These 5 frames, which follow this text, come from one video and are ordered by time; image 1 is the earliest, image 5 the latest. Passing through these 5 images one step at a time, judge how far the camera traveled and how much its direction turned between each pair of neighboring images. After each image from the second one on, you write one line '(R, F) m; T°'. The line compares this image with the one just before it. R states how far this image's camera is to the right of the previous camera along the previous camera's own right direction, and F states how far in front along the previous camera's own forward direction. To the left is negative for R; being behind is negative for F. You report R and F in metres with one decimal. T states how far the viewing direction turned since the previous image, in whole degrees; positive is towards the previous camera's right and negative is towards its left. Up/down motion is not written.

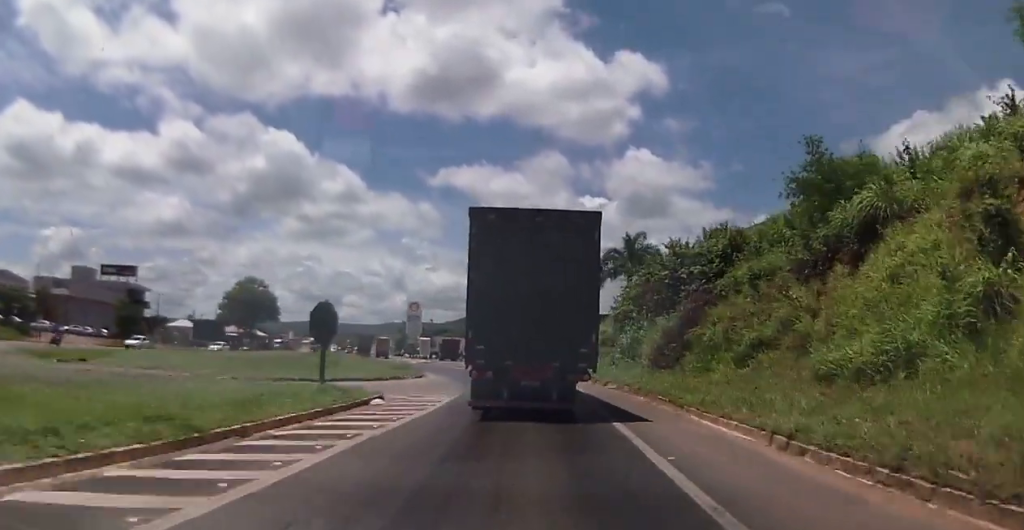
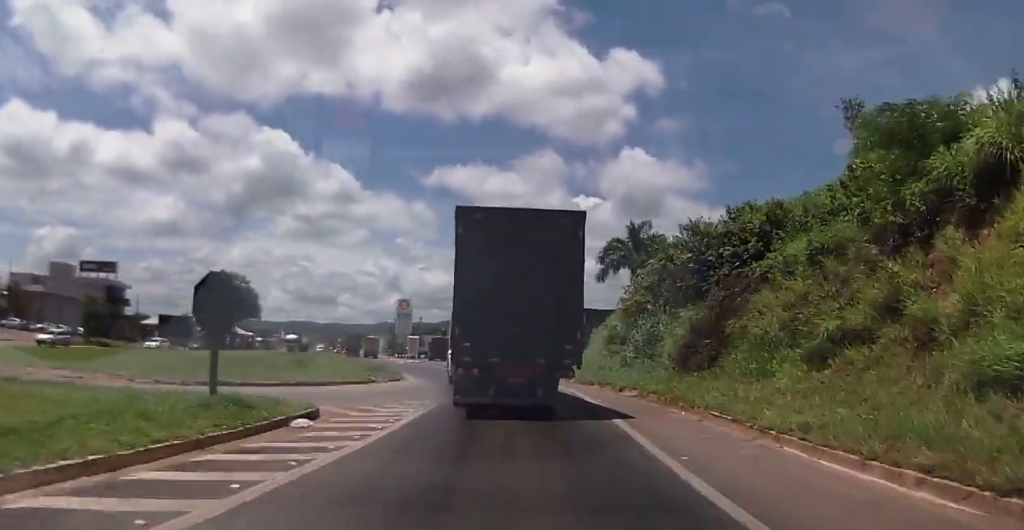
(0.0, +6.0) m; 0°
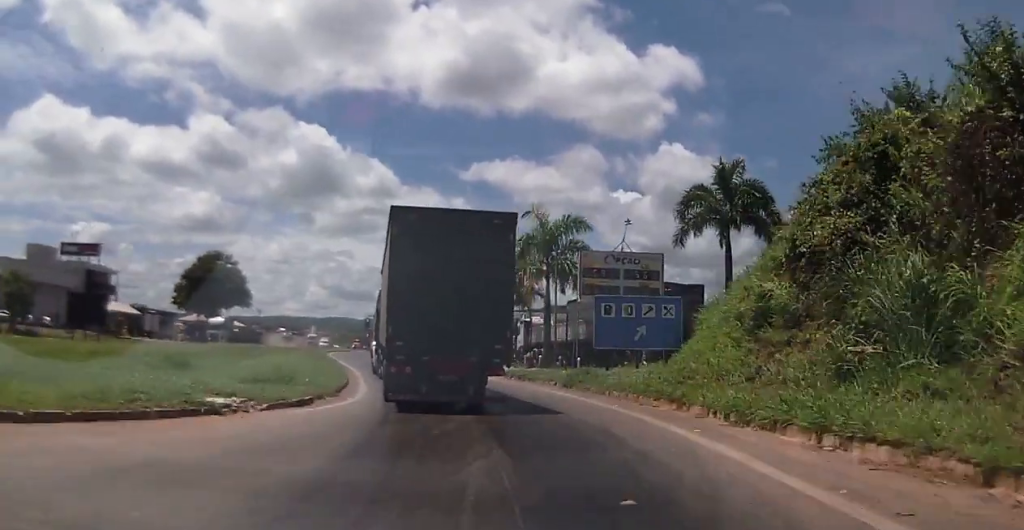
(0.0, +18.7) m; 0°
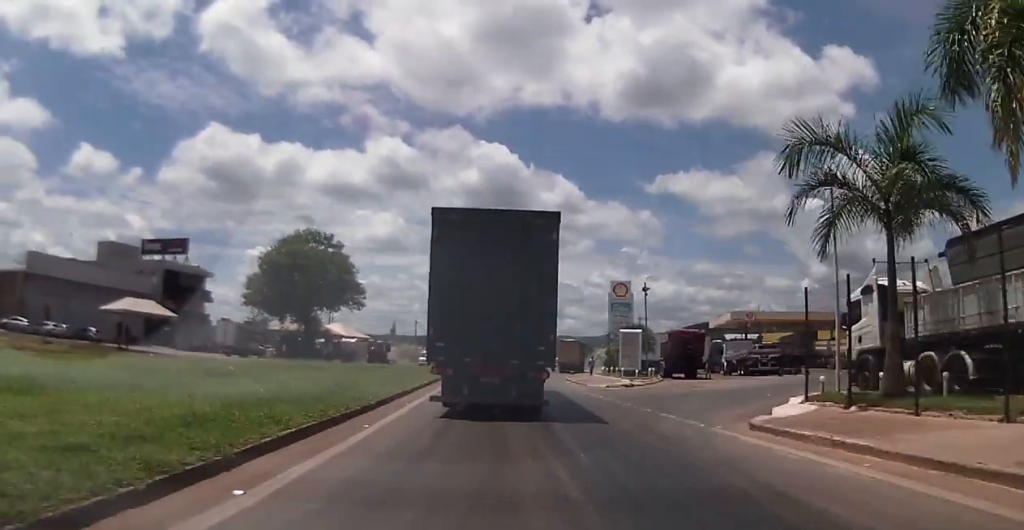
(-4.0, +29.1) m; -16°
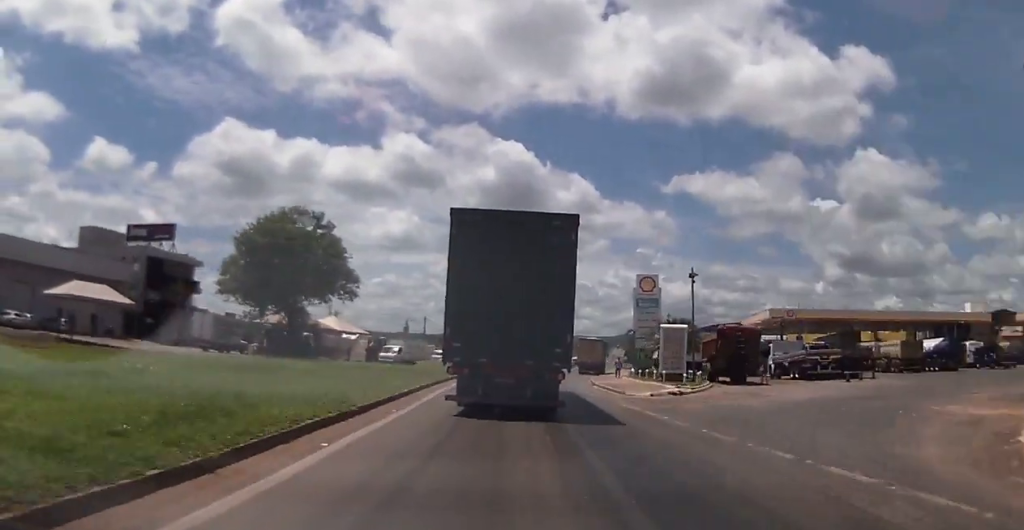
(-0.1, +8.7) m; -1°
